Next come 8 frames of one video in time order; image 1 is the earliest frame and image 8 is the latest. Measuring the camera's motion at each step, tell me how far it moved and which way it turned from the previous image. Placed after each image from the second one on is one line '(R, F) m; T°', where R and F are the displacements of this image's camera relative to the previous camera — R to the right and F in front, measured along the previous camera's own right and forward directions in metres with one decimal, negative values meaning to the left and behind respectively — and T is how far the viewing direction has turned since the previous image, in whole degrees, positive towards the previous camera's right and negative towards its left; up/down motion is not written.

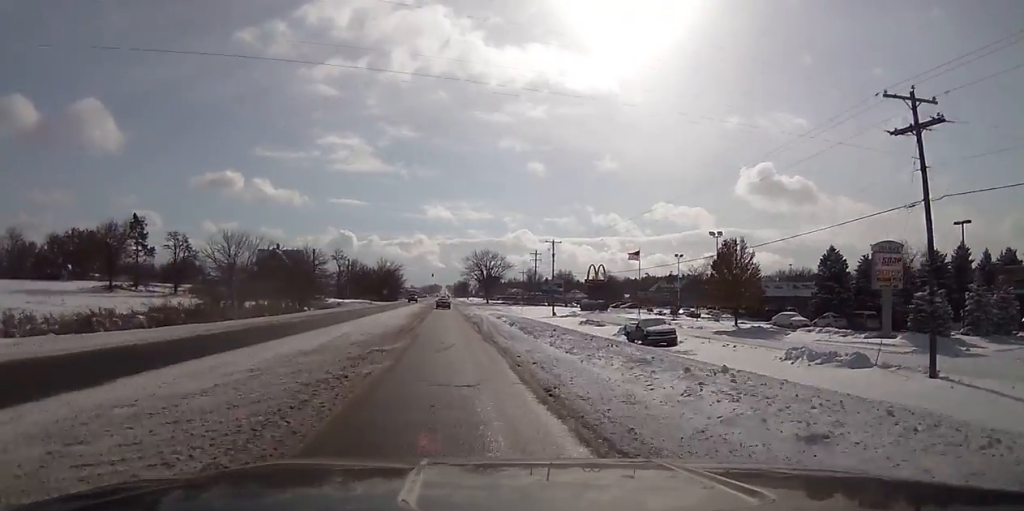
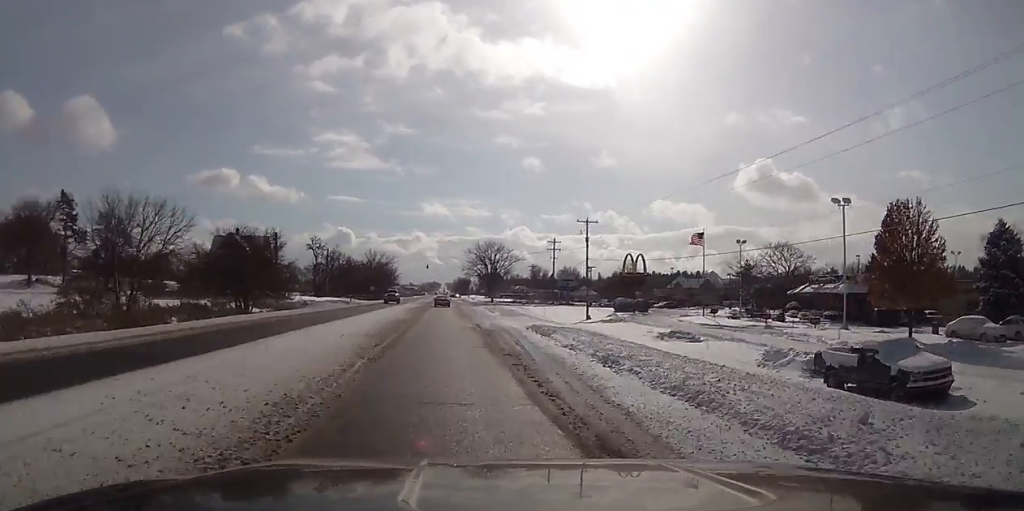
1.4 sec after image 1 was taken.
(0.0, +25.9) m; 0°
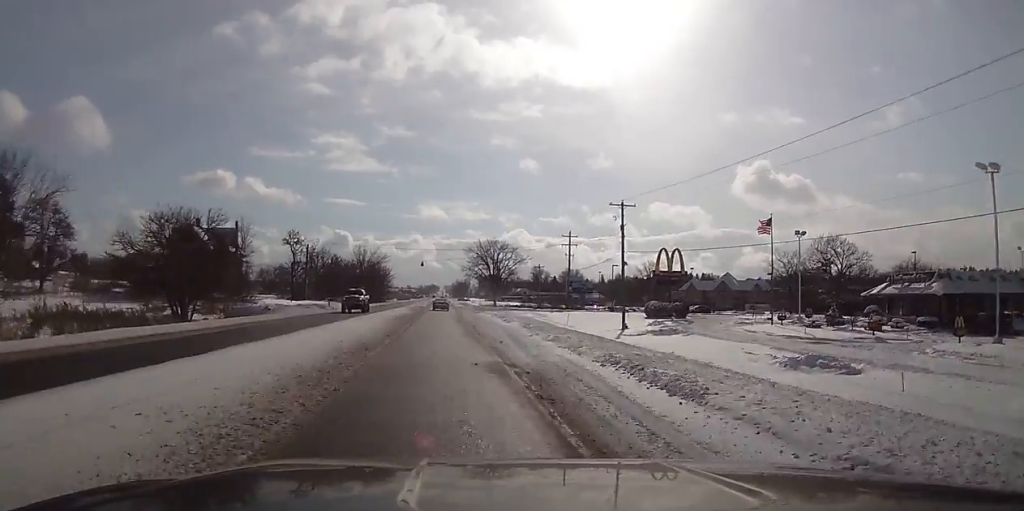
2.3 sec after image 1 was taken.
(0.0, +17.1) m; 0°
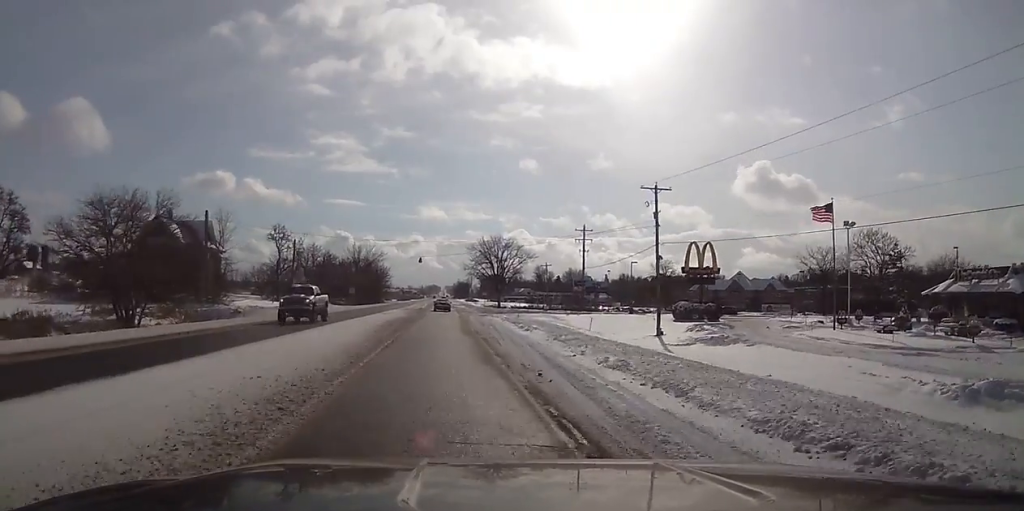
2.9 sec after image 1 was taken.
(0.0, +10.0) m; 0°
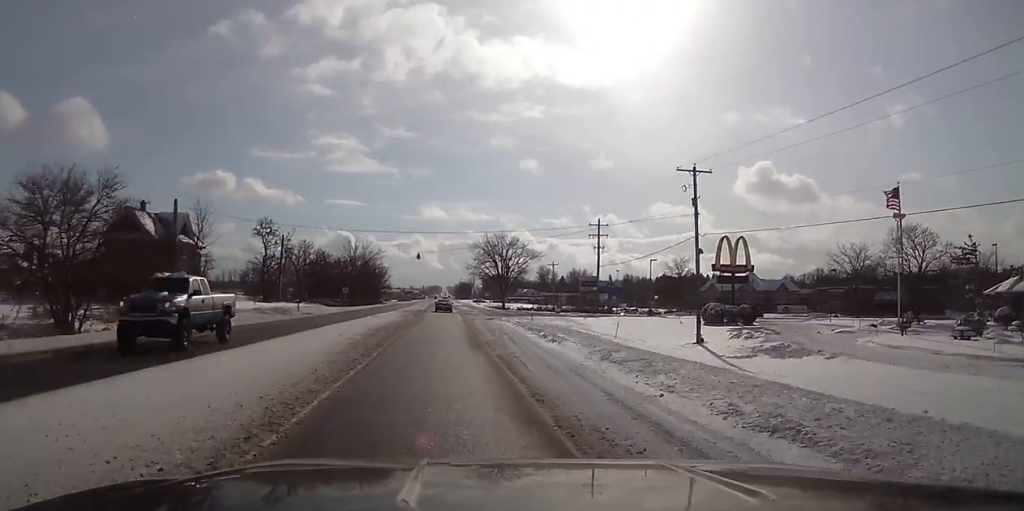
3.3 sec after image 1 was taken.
(0.0, +8.2) m; 0°
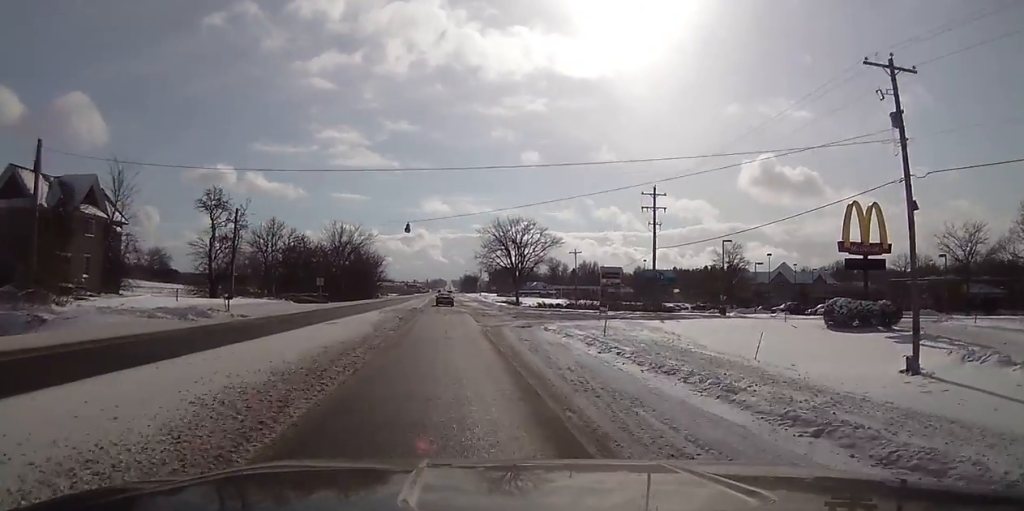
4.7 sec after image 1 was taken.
(0.0, +22.4) m; 0°
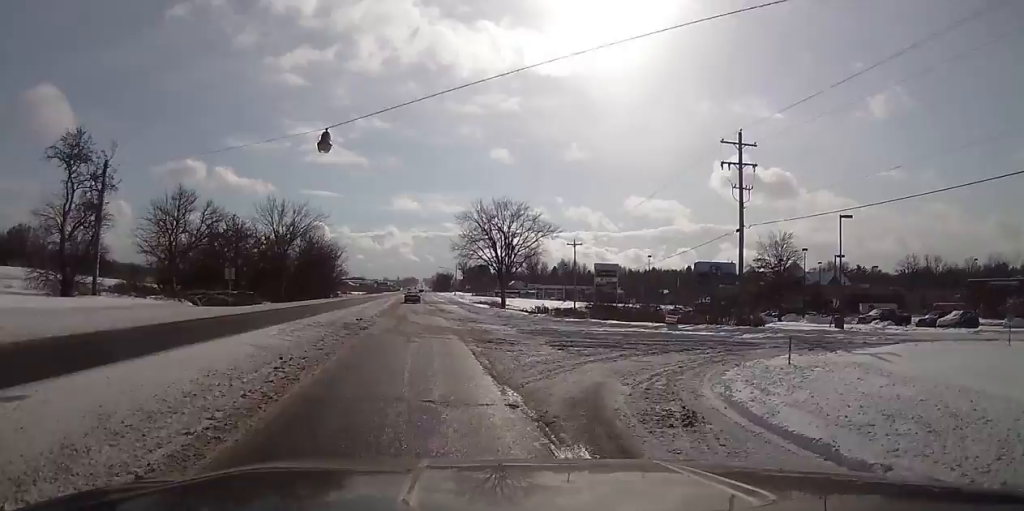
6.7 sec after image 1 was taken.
(0.0, +27.3) m; +2°
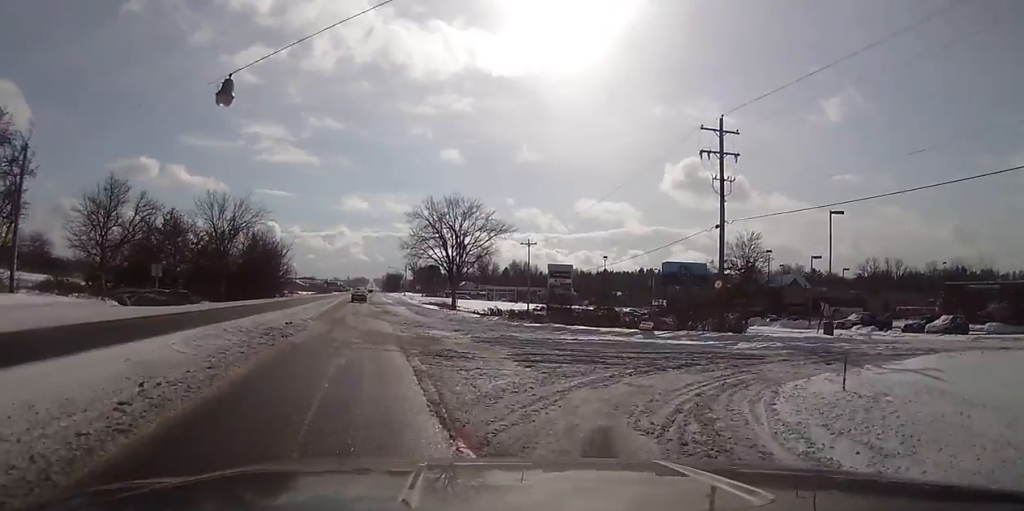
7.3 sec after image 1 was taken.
(-0.2, +5.5) m; +3°
